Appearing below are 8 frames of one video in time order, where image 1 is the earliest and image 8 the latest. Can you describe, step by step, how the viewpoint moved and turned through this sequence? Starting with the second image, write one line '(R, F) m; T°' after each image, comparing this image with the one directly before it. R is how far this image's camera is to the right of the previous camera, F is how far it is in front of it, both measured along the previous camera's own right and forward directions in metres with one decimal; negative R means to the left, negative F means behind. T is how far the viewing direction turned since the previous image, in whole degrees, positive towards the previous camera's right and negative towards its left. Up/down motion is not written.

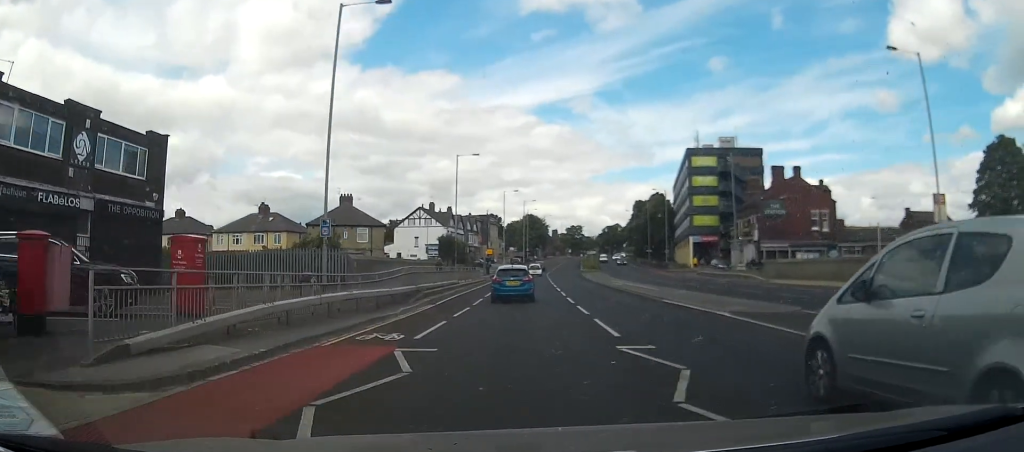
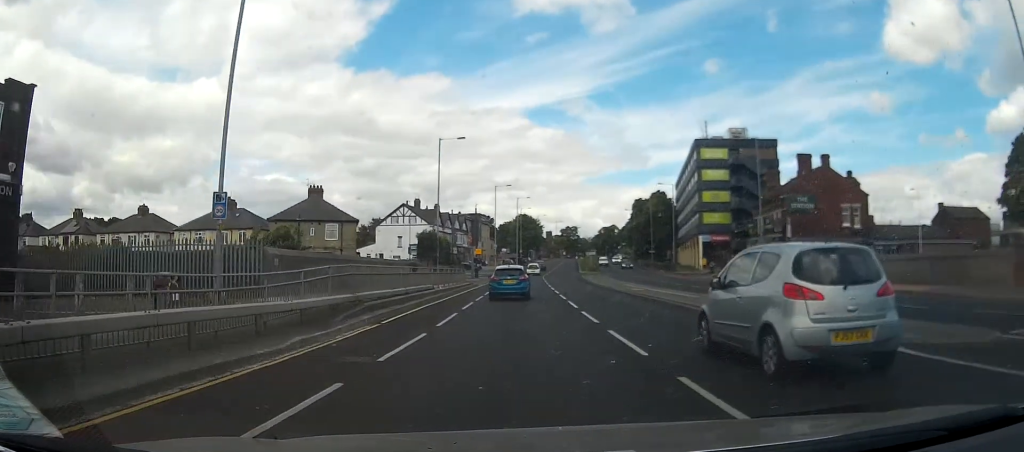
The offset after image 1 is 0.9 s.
(+0.2, +8.5) m; +1°
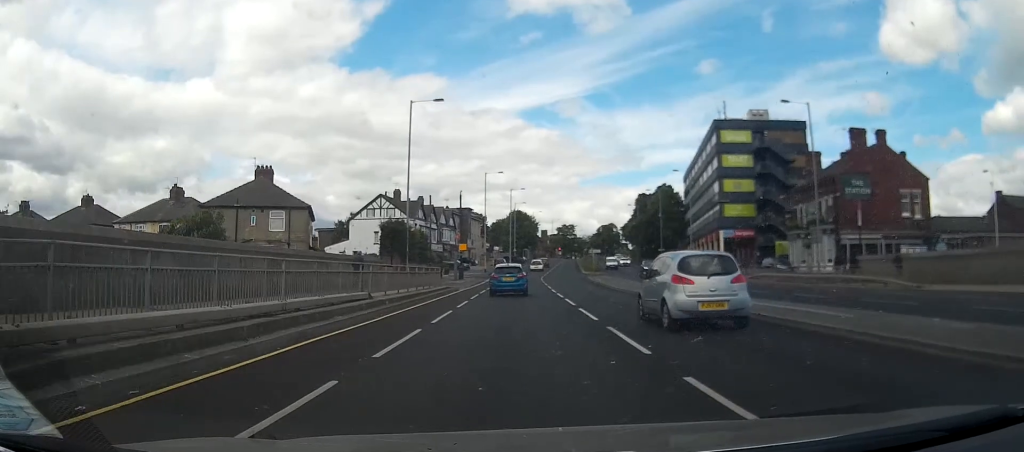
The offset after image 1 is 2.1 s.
(0.0, +11.4) m; -1°
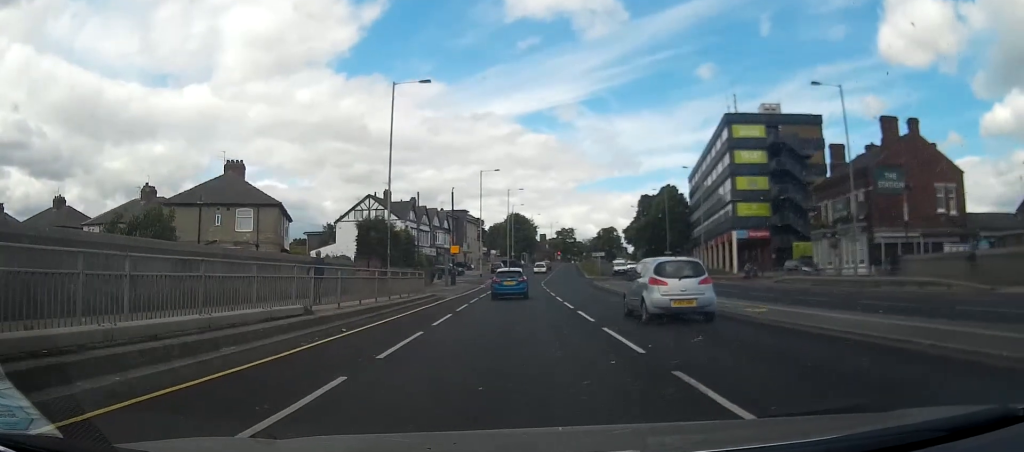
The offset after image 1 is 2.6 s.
(0.0, +5.1) m; 0°
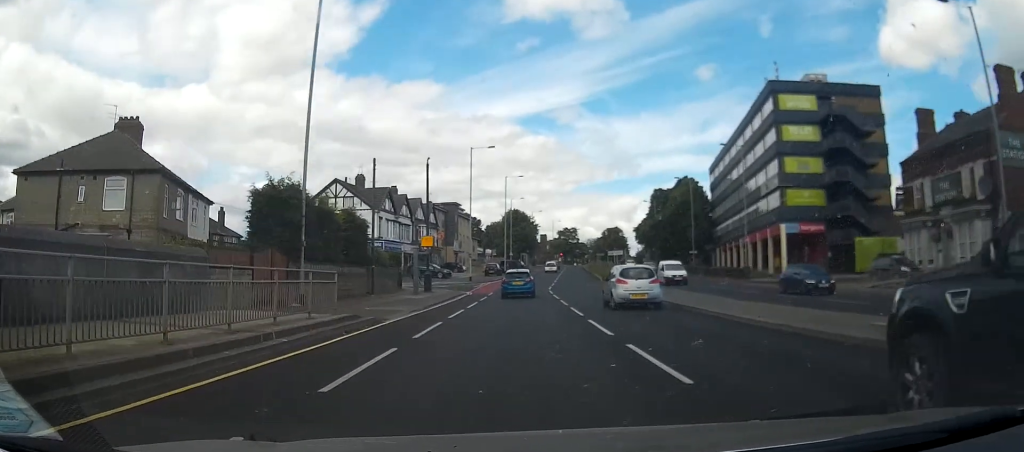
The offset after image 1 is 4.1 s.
(-0.1, +13.8) m; 0°
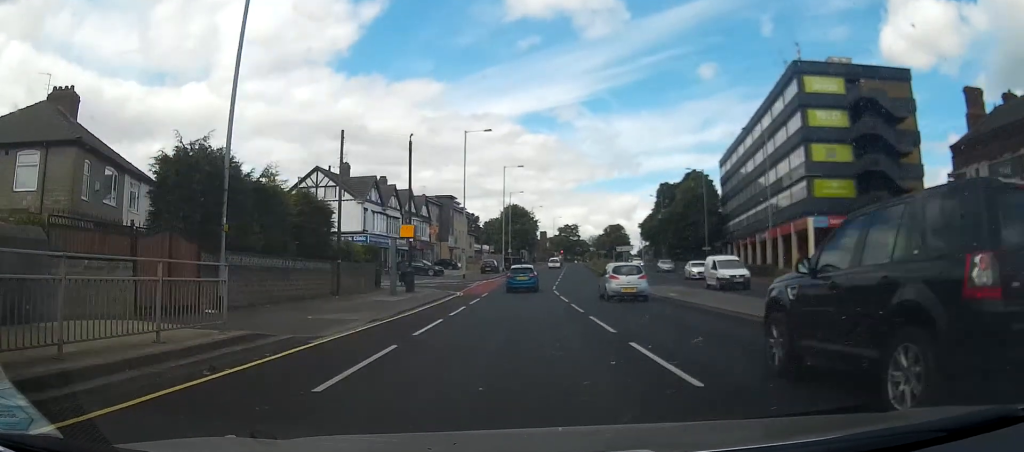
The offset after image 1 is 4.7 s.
(0.0, +6.1) m; 0°
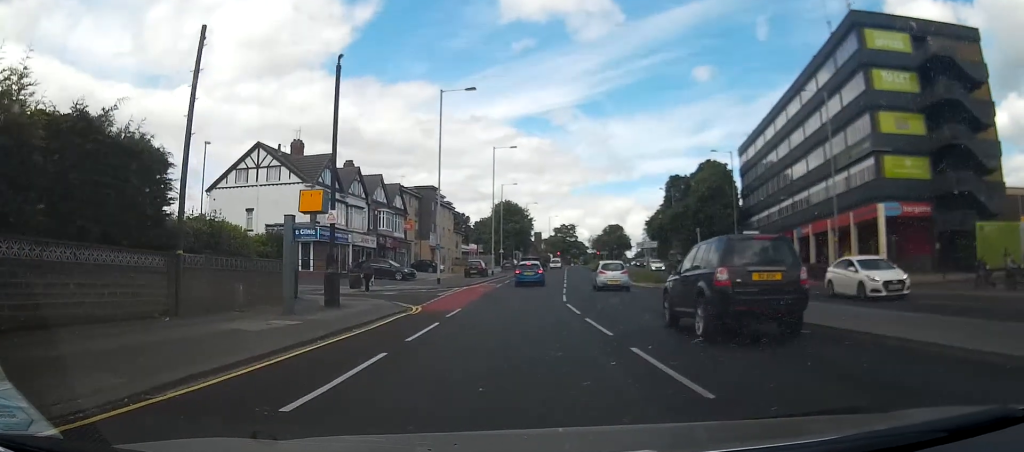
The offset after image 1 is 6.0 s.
(+0.2, +12.7) m; +2°
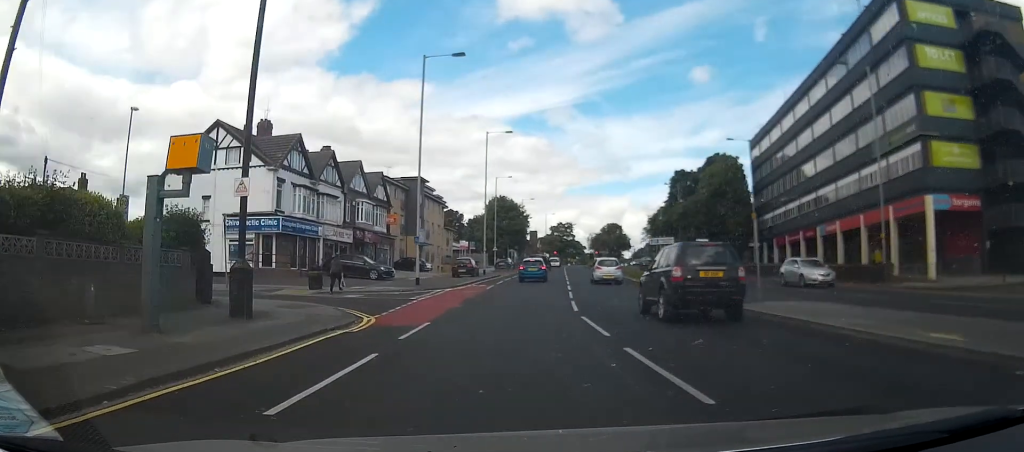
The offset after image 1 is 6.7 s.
(0.0, +6.4) m; +1°
